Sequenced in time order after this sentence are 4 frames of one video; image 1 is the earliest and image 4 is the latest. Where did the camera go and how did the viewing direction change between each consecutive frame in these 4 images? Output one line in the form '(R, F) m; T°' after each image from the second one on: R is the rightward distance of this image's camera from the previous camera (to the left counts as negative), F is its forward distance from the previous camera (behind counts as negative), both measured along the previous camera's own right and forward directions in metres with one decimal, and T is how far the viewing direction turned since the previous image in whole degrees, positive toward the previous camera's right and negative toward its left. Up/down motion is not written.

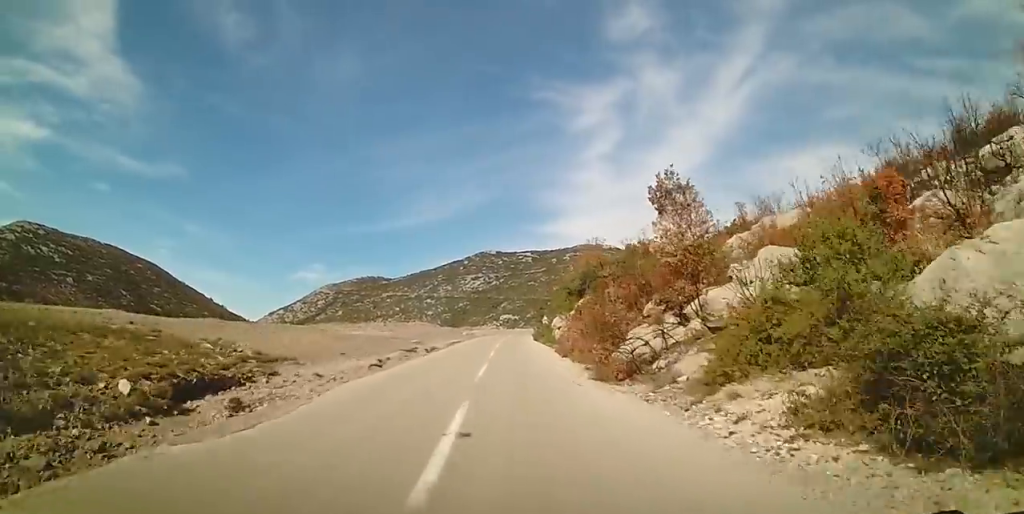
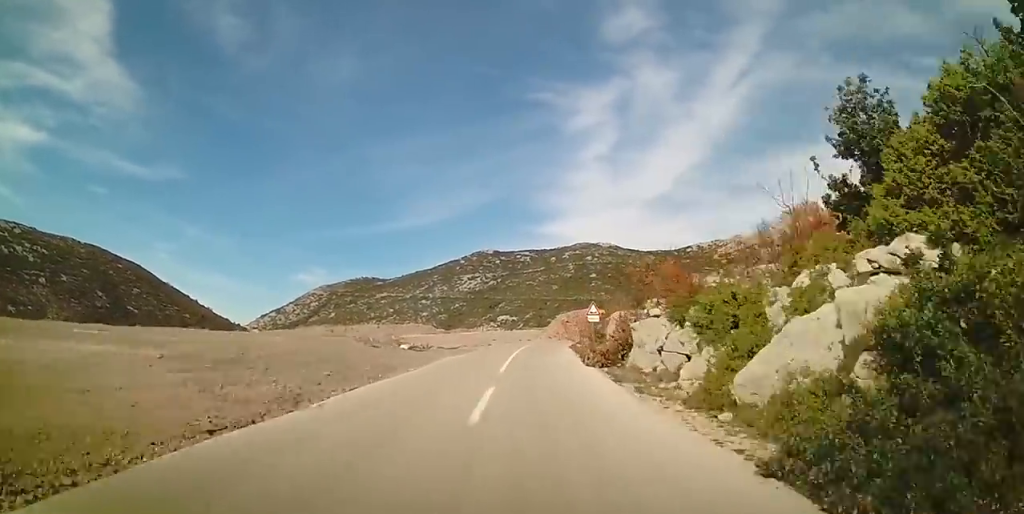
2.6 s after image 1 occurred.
(-1.2, +41.0) m; 0°
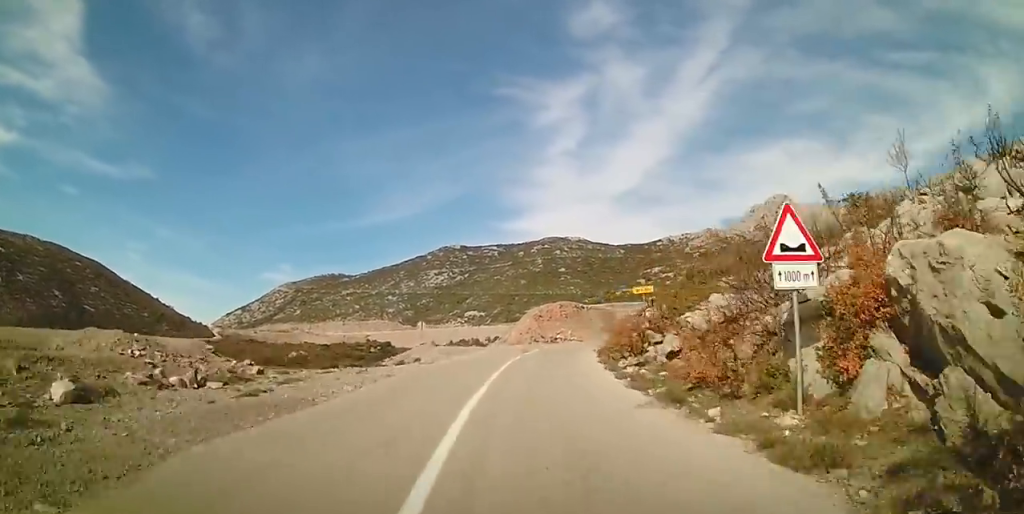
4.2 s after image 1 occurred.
(+0.6, +23.9) m; +6°
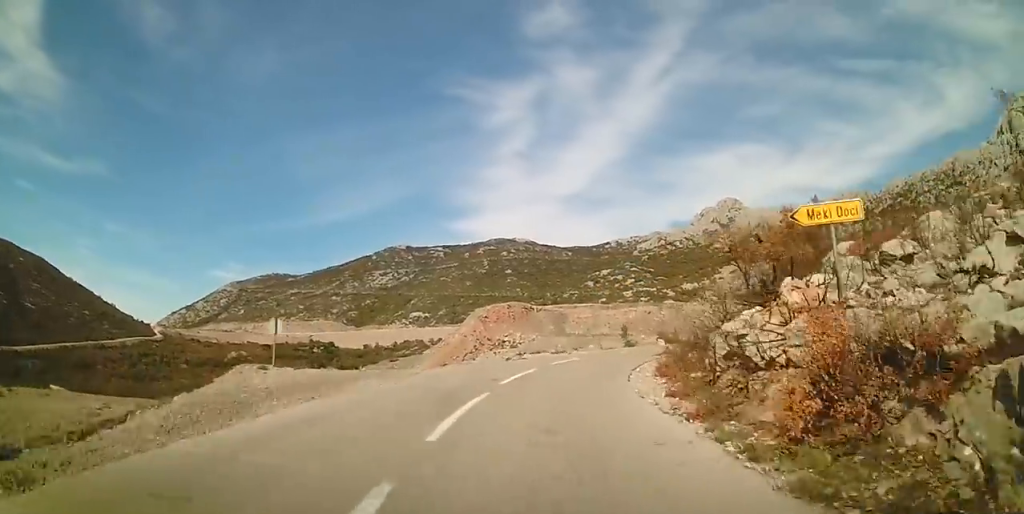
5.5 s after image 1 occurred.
(+1.6, +16.5) m; +9°
